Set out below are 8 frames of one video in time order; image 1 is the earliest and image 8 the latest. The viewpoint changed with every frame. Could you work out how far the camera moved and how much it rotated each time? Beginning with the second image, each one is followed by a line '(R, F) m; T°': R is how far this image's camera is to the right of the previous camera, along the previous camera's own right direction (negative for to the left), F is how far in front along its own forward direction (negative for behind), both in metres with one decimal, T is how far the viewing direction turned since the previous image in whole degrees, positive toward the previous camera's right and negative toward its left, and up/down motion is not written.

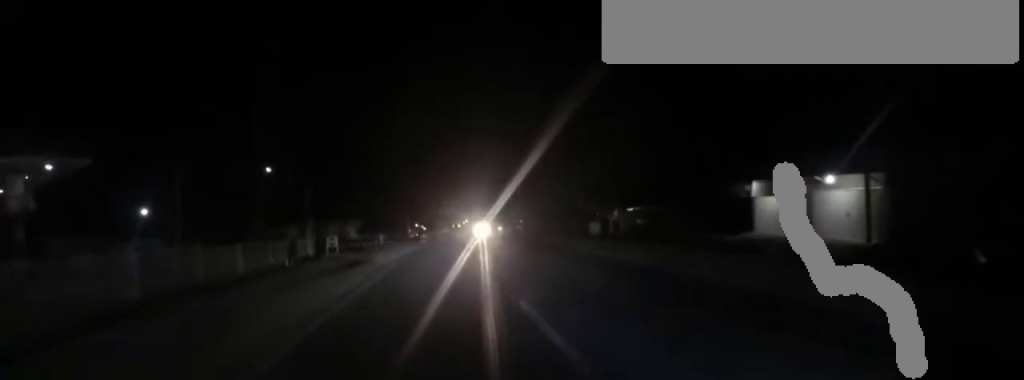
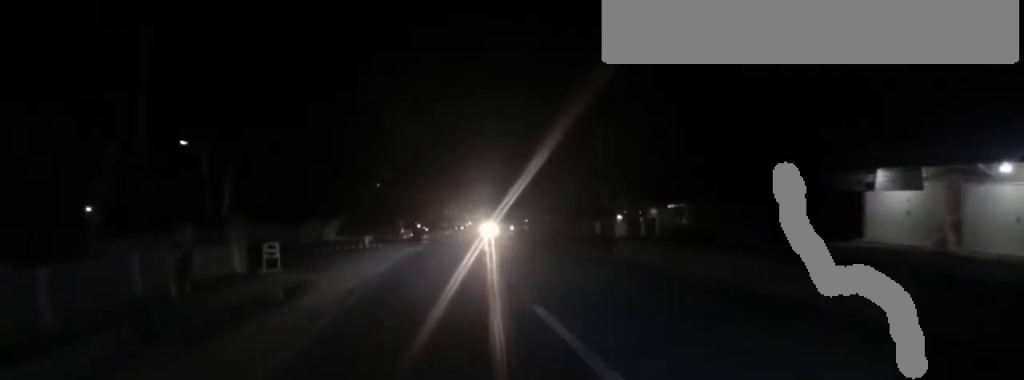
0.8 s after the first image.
(+0.9, +8.8) m; -1°
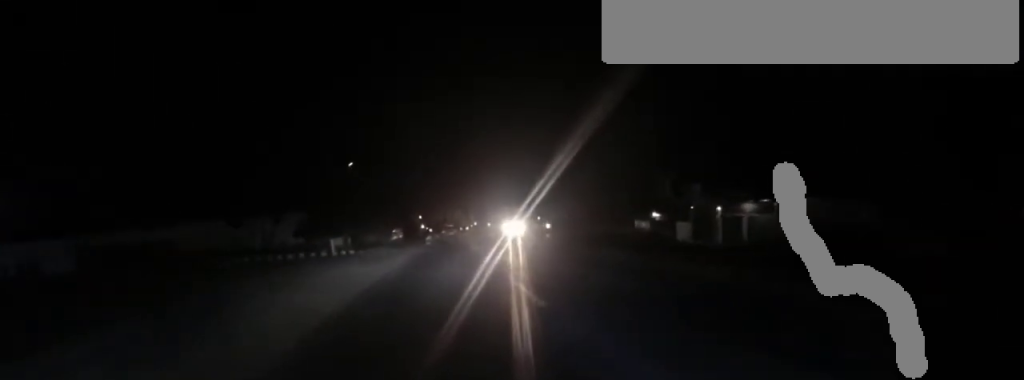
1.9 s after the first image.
(-1.1, +12.9) m; -1°
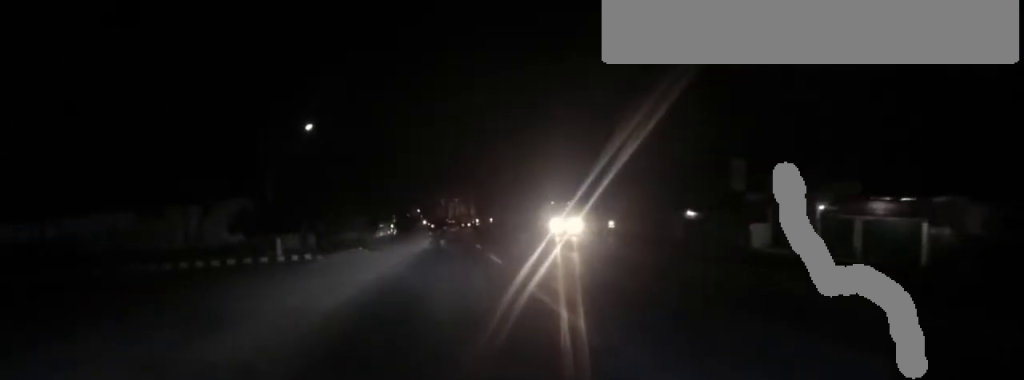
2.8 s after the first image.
(+0.8, +9.5) m; +1°
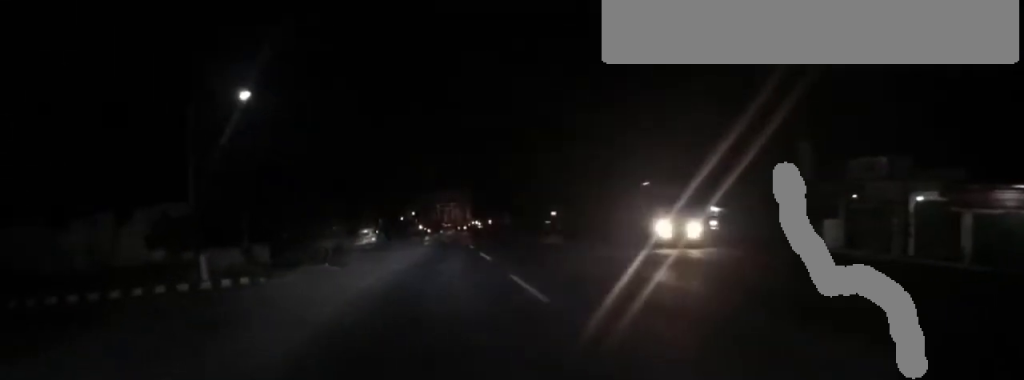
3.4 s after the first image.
(-0.6, +6.4) m; +1°
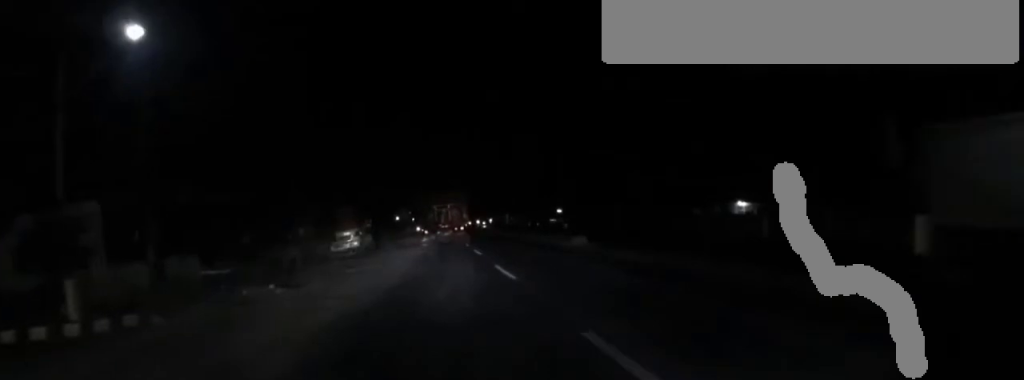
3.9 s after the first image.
(-0.1, +5.6) m; +2°
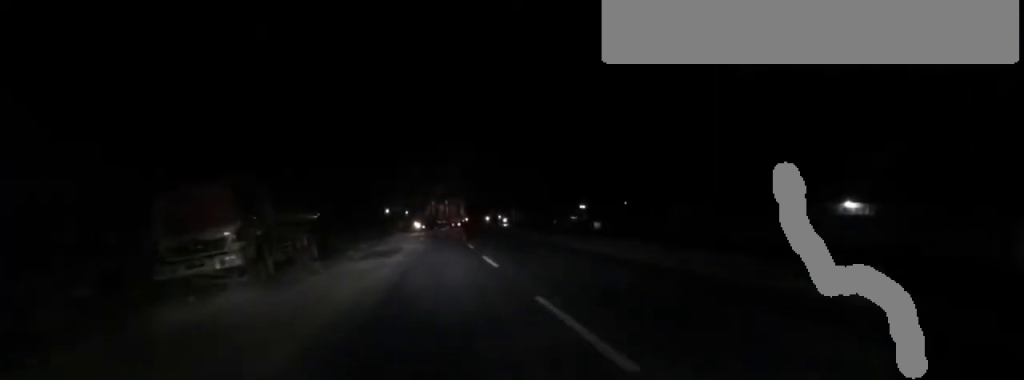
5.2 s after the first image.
(+1.4, +14.7) m; +2°
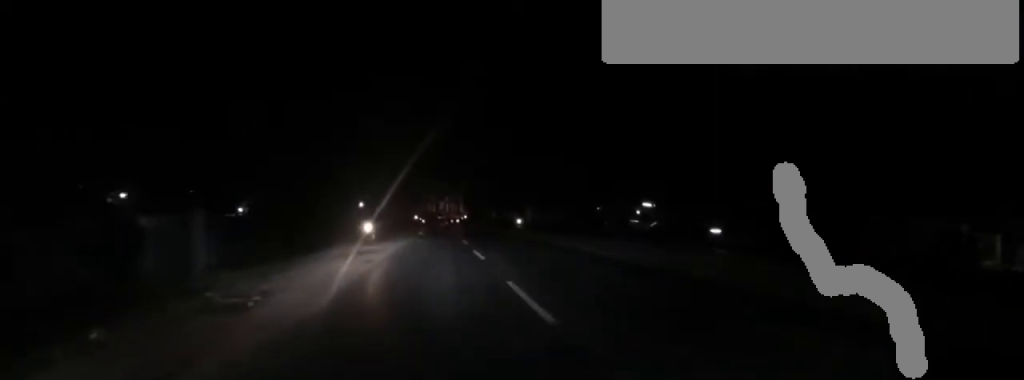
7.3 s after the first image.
(-1.5, +23.4) m; +1°
